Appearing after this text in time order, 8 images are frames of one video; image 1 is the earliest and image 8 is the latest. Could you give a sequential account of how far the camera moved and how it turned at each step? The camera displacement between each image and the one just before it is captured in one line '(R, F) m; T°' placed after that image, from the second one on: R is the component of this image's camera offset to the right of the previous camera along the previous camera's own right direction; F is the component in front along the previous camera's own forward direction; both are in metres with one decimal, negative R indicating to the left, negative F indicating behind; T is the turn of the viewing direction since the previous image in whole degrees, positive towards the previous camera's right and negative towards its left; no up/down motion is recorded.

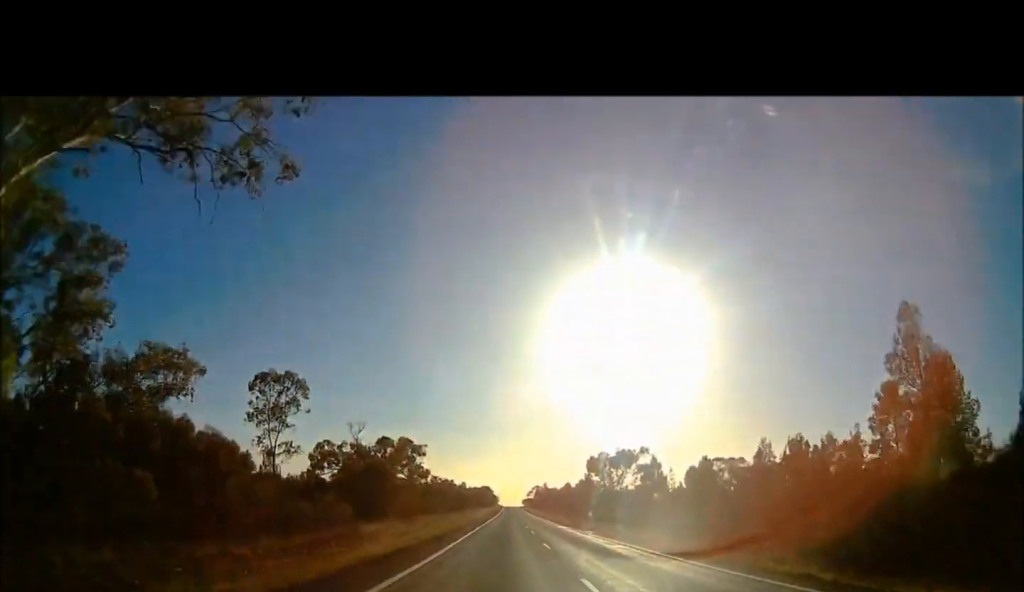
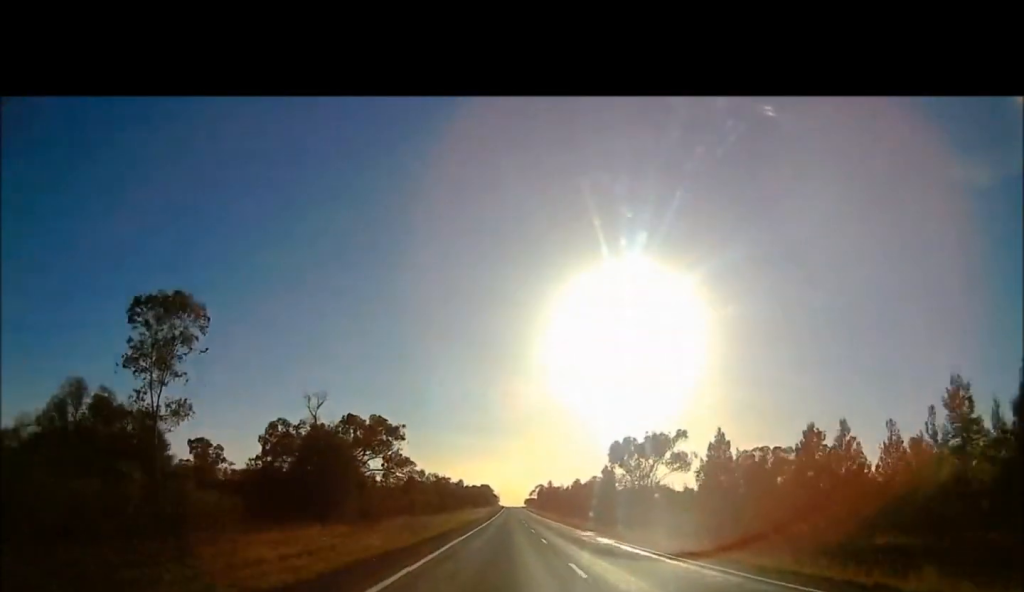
(-0.2, +18.3) m; 0°
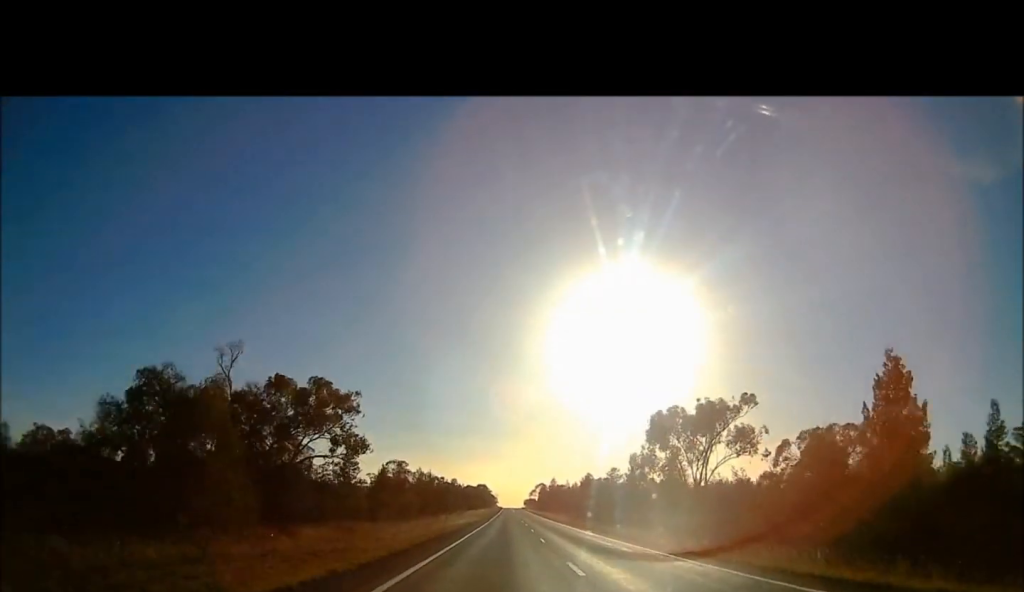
(+0.2, +21.3) m; +1°
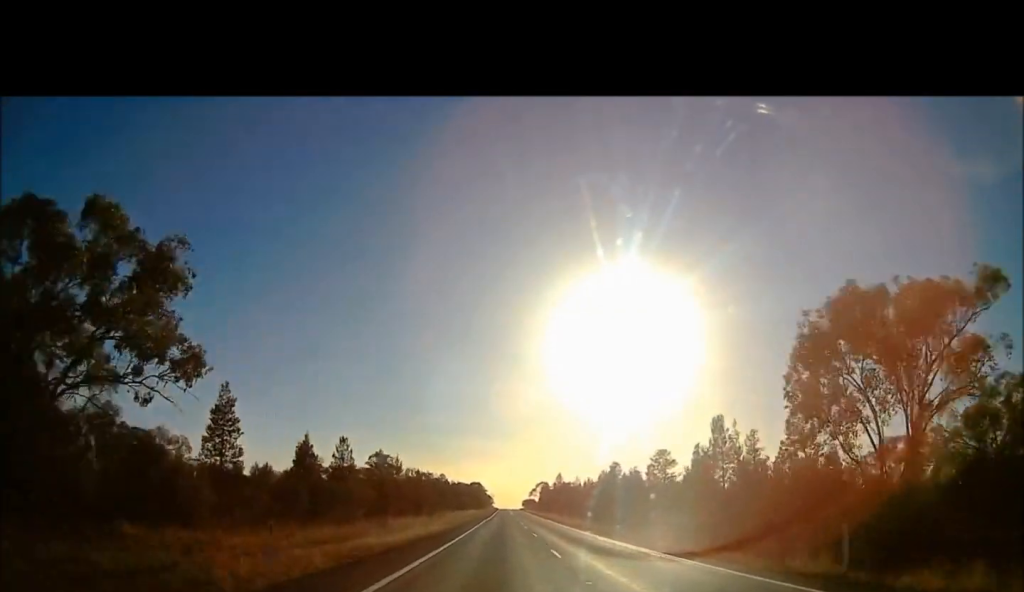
(+0.3, +34.8) m; 0°
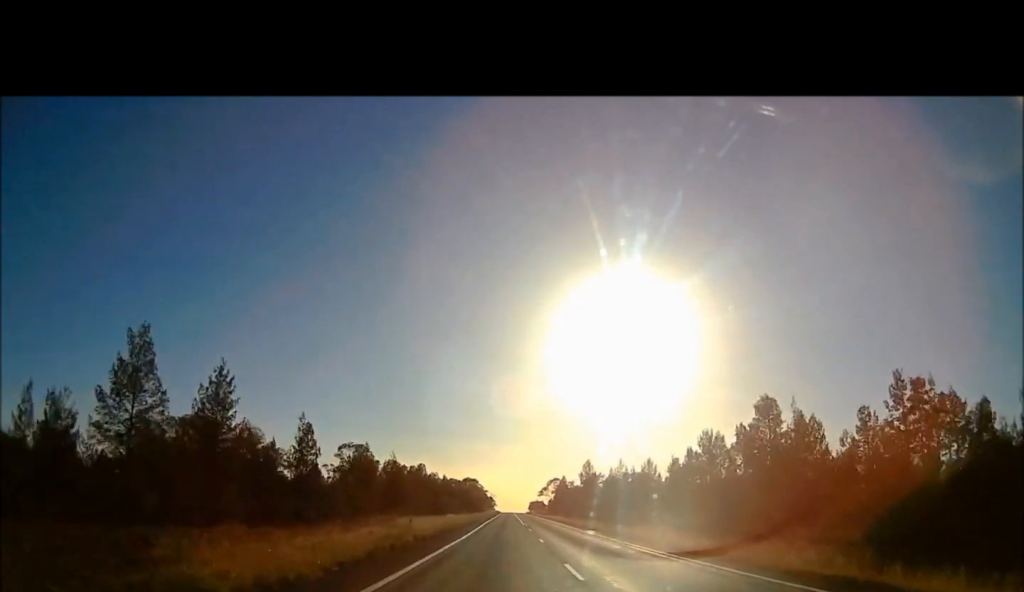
(-1.0, +59.1) m; -2°
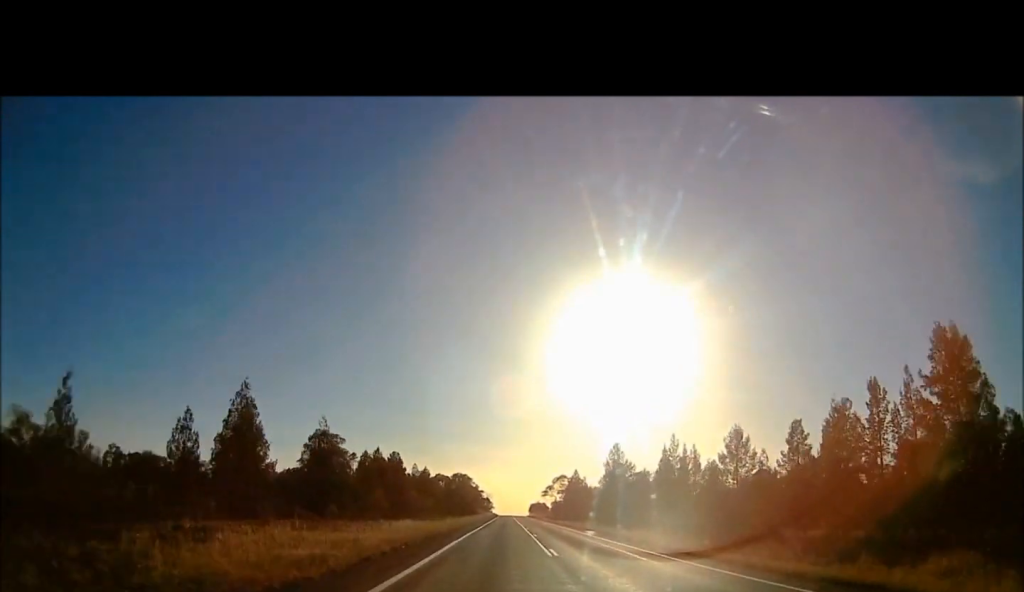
(-0.1, +32.9) m; +1°
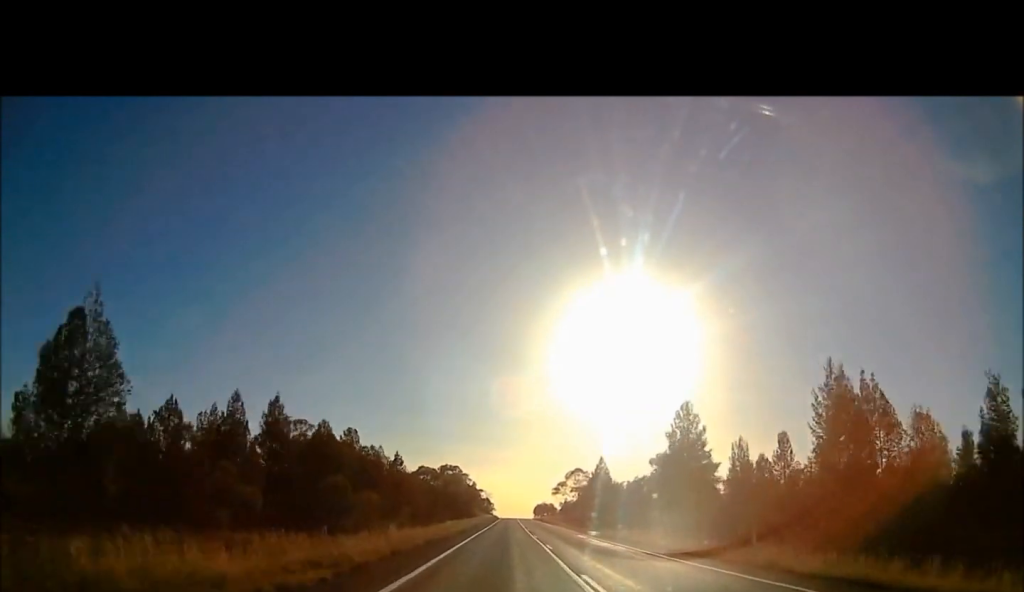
(+0.4, +32.9) m; +2°
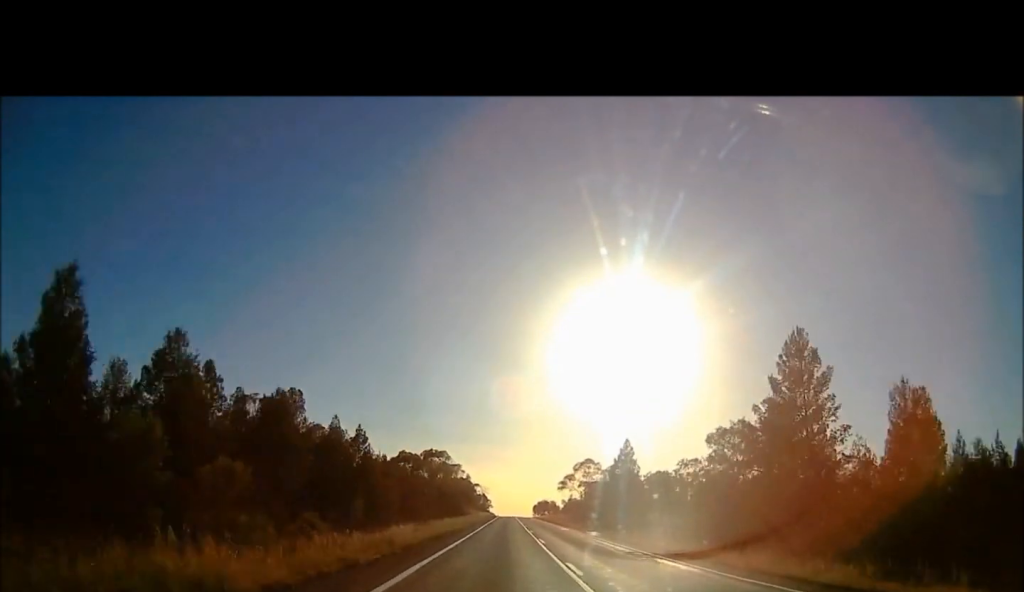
(+0.9, +21.1) m; 0°
